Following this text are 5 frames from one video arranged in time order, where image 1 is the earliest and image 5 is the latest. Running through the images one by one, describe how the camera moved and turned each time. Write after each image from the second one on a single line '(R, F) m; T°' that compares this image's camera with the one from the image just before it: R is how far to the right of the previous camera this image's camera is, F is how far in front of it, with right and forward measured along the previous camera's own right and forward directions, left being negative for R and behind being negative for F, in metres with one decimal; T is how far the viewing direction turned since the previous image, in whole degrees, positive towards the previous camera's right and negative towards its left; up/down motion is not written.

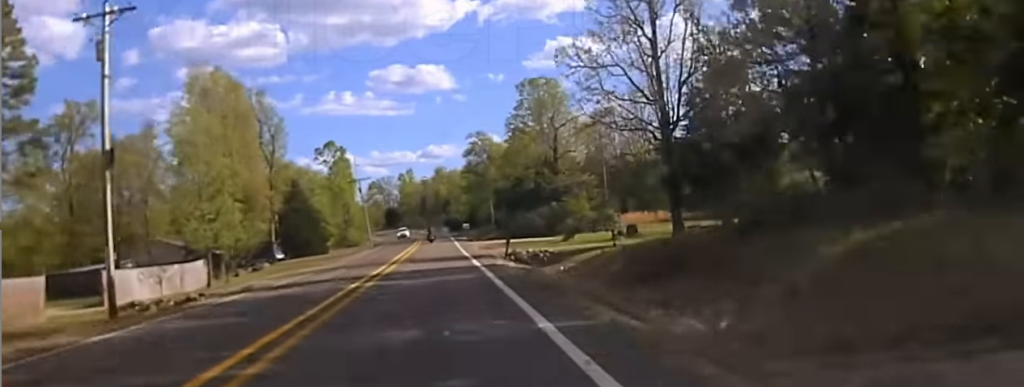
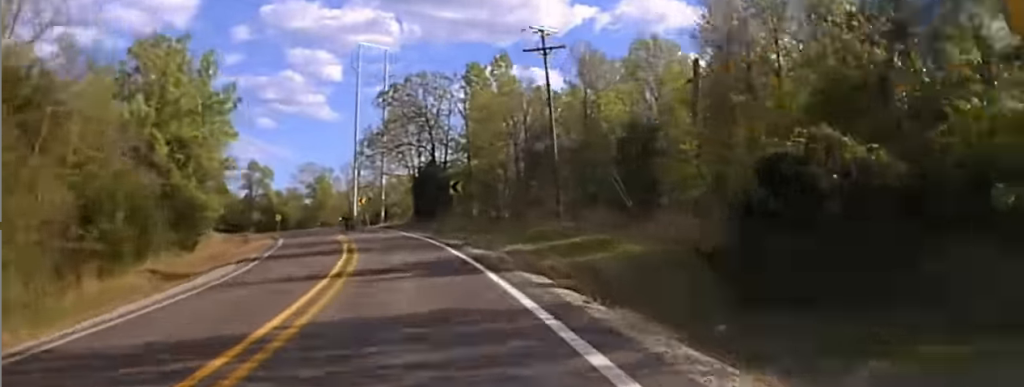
(-3.6, +152.7) m; -7°
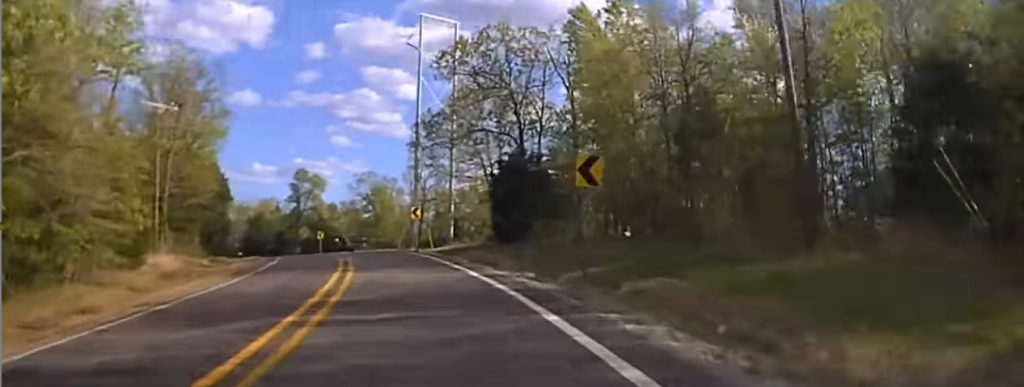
(-1.2, +24.4) m; -7°
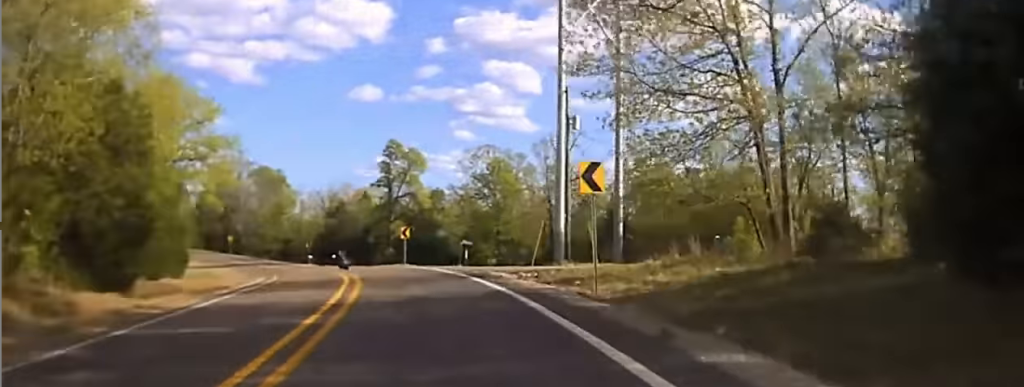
(-4.0, +39.0) m; -8°
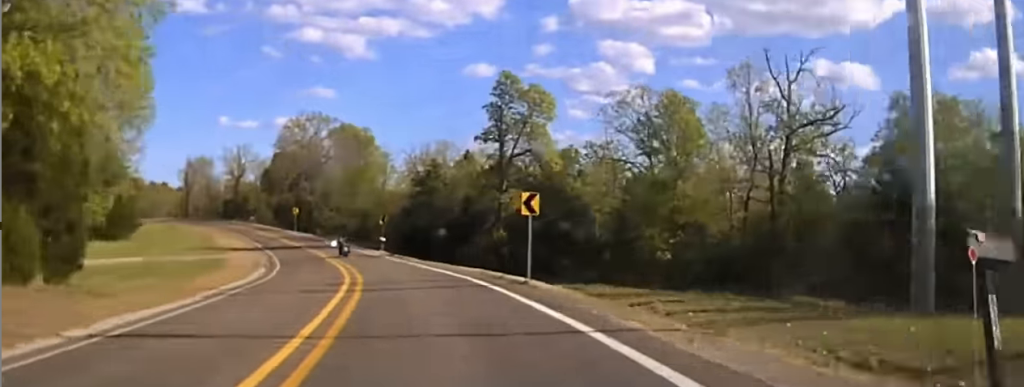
(-0.5, +31.5) m; -5°
